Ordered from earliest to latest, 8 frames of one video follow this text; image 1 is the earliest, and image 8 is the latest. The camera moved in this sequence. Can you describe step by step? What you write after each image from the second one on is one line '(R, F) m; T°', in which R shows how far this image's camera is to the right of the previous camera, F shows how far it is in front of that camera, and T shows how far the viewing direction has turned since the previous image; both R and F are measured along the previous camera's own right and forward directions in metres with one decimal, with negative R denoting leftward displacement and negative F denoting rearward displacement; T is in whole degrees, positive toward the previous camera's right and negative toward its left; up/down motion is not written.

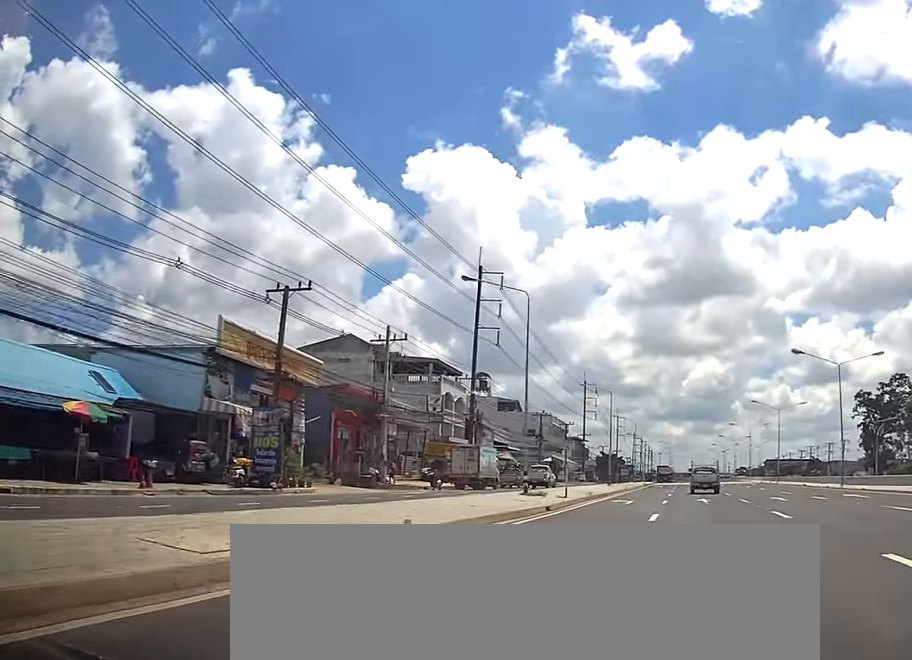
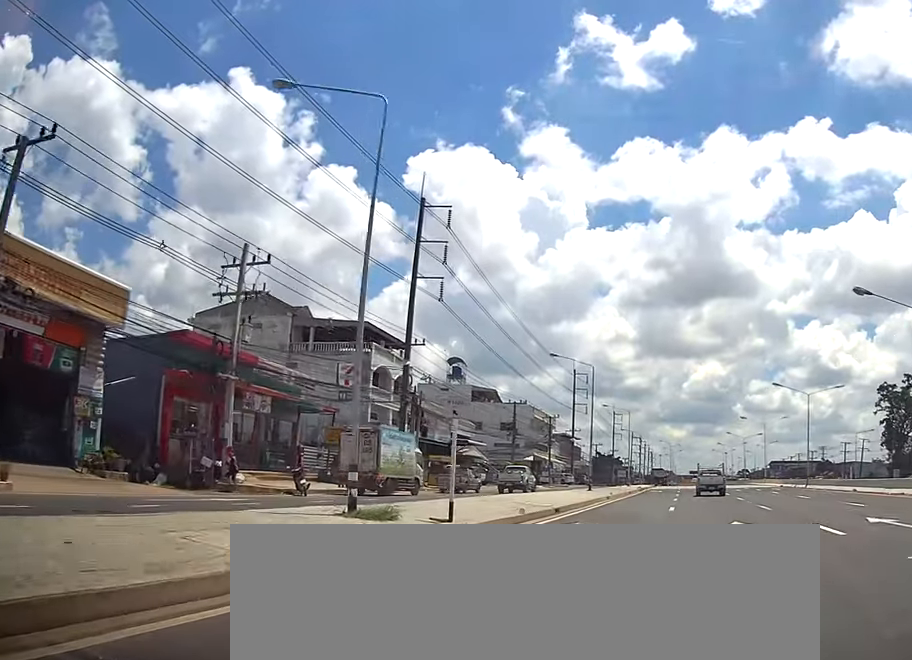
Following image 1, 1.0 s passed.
(+0.5, +16.8) m; +2°
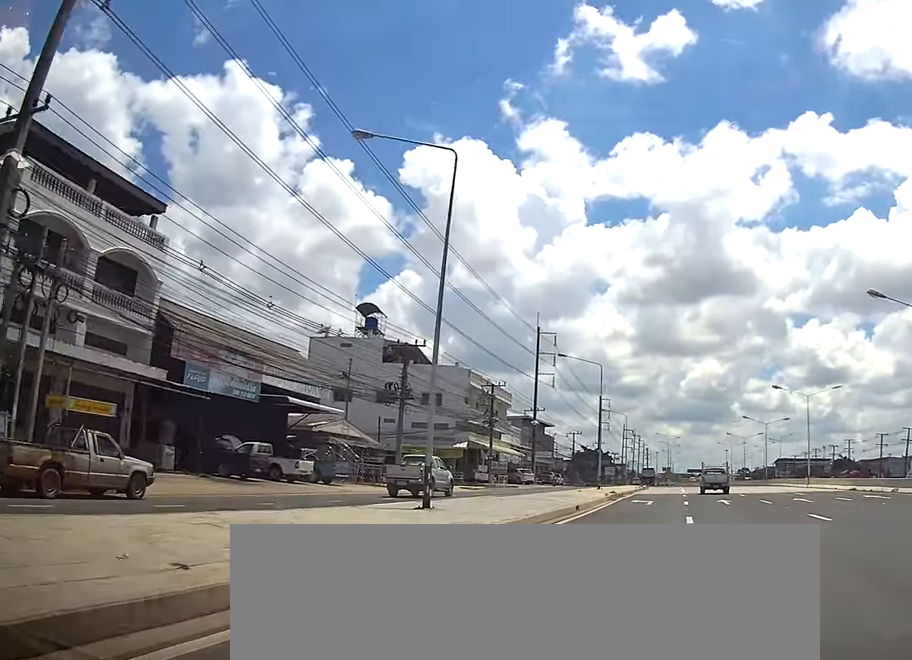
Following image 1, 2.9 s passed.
(+0.2, +32.6) m; 0°
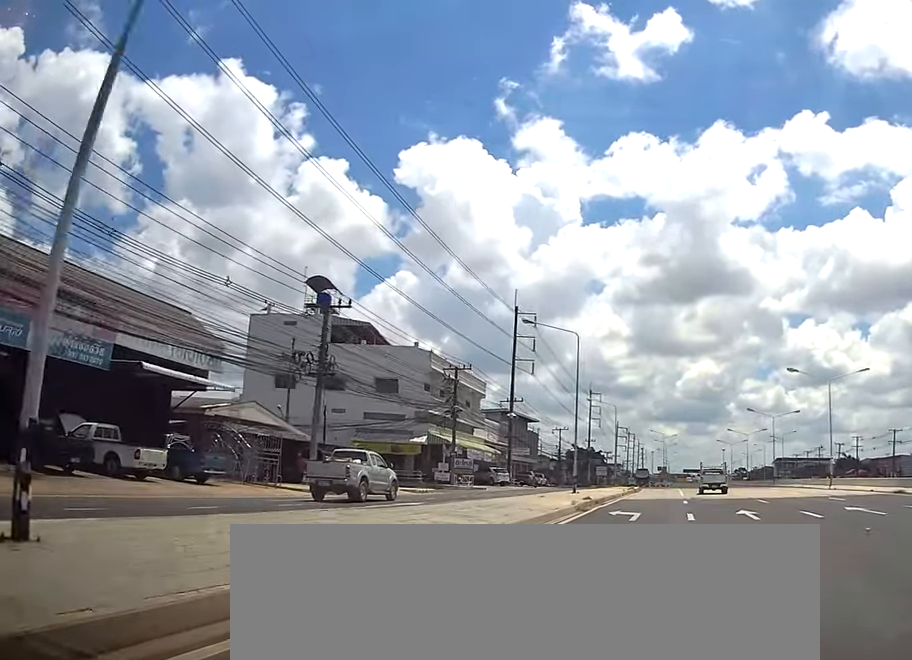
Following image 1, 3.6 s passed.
(+0.1, +11.0) m; -2°
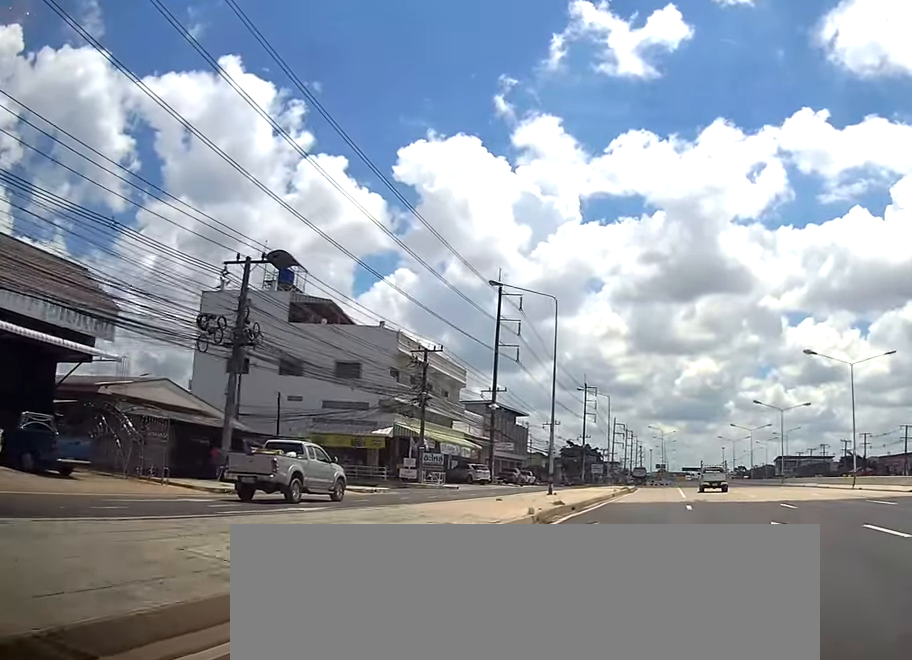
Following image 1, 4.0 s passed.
(-0.2, +7.6) m; 0°
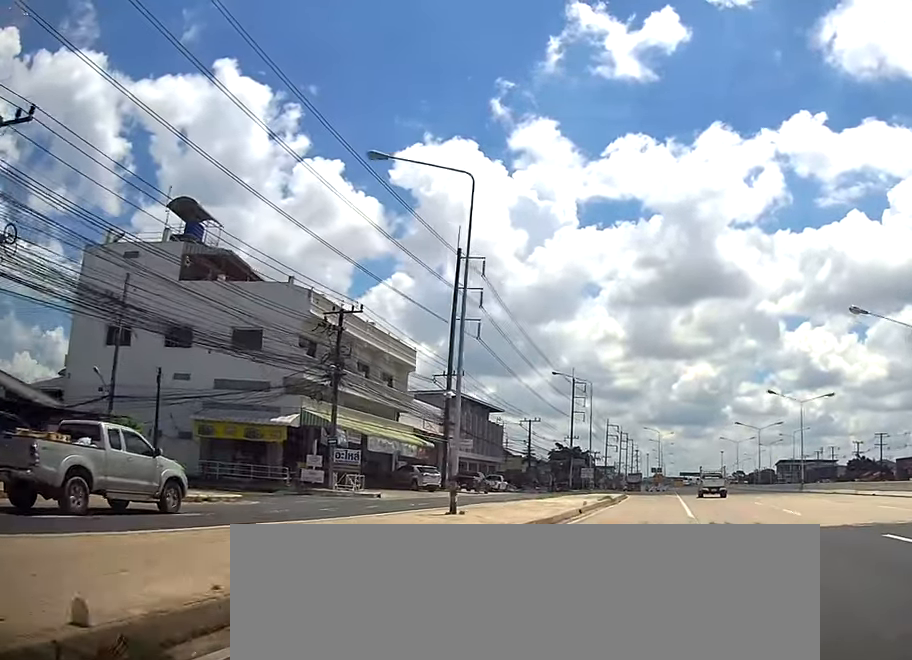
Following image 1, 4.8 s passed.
(-0.5, +14.1) m; +1°
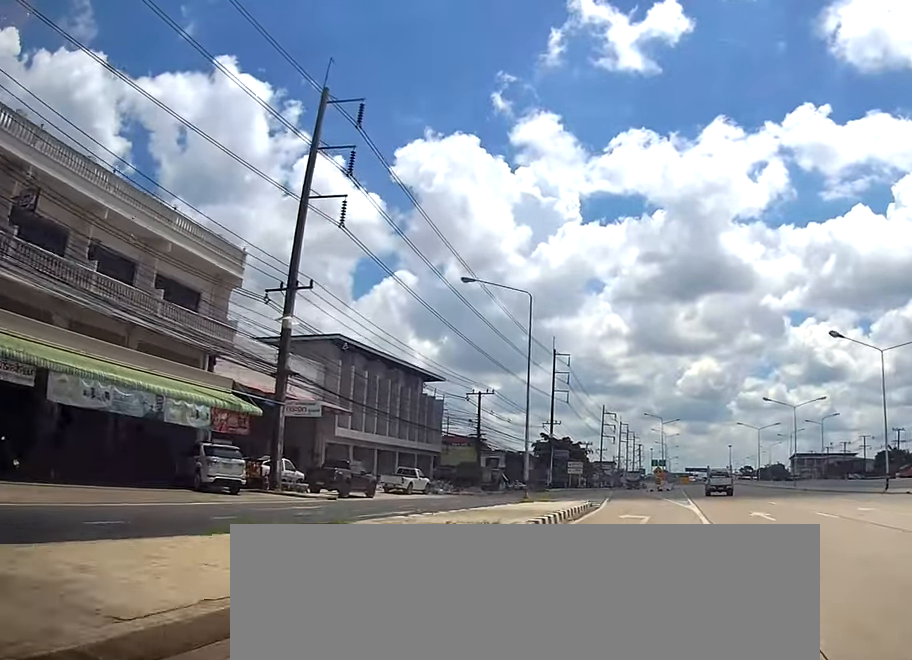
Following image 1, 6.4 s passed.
(+1.2, +26.5) m; +1°
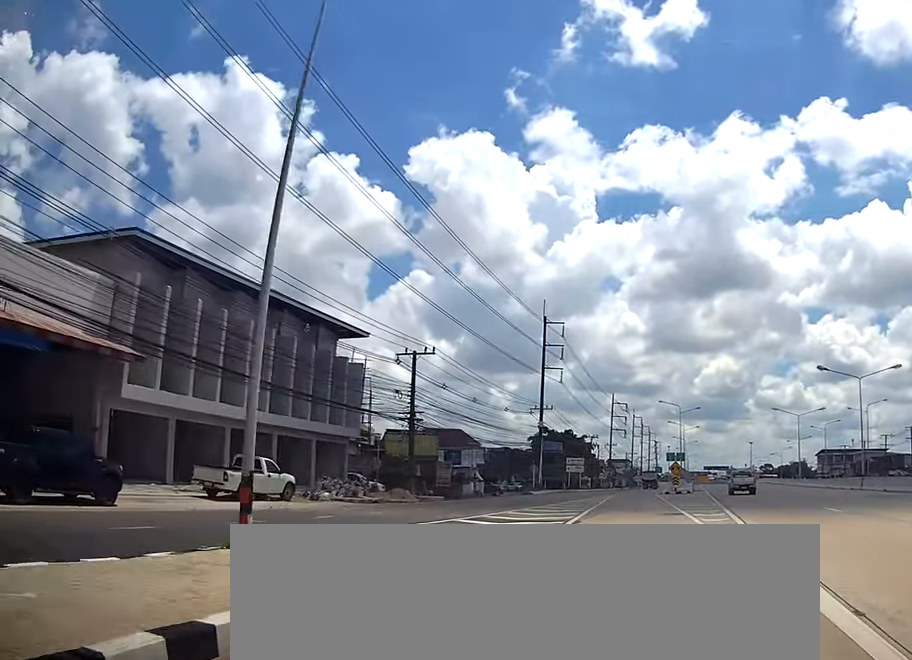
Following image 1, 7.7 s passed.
(-0.7, +20.7) m; -3°
